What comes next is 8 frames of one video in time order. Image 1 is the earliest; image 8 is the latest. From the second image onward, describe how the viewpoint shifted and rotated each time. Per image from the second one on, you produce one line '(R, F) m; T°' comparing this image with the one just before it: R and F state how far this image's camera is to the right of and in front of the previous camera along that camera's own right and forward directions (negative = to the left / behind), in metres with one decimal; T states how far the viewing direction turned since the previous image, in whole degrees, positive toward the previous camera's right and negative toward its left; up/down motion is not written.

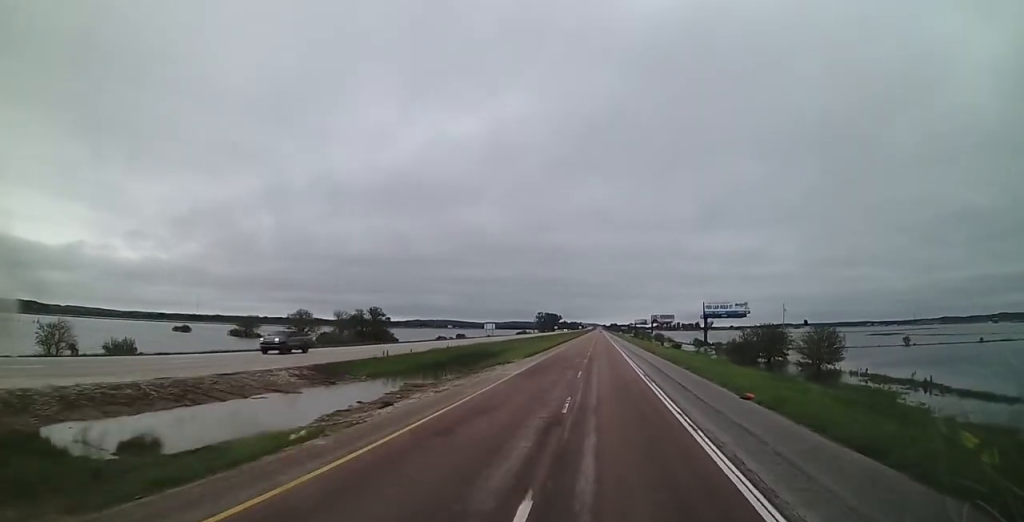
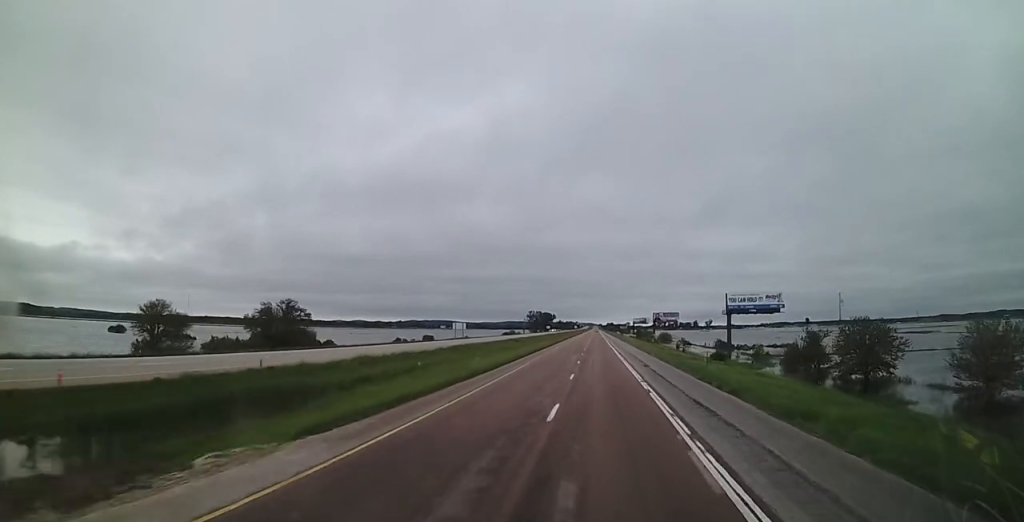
(+0.2, +38.4) m; 0°
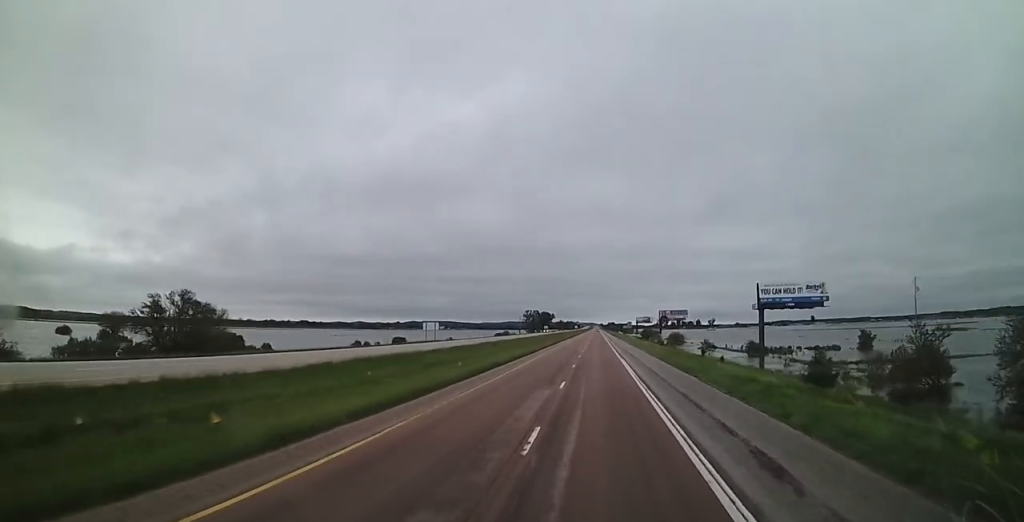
(0.0, +28.8) m; 0°
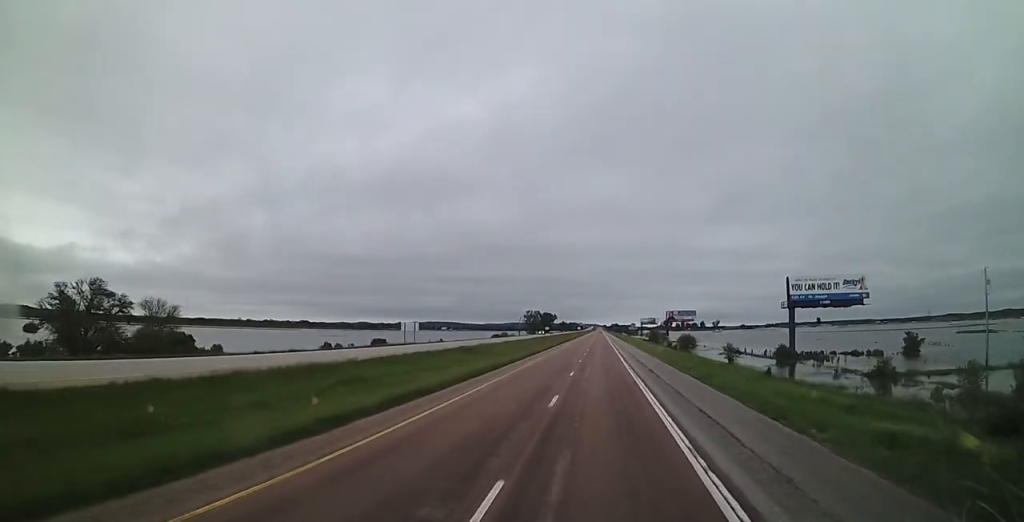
(0.0, +17.3) m; 0°
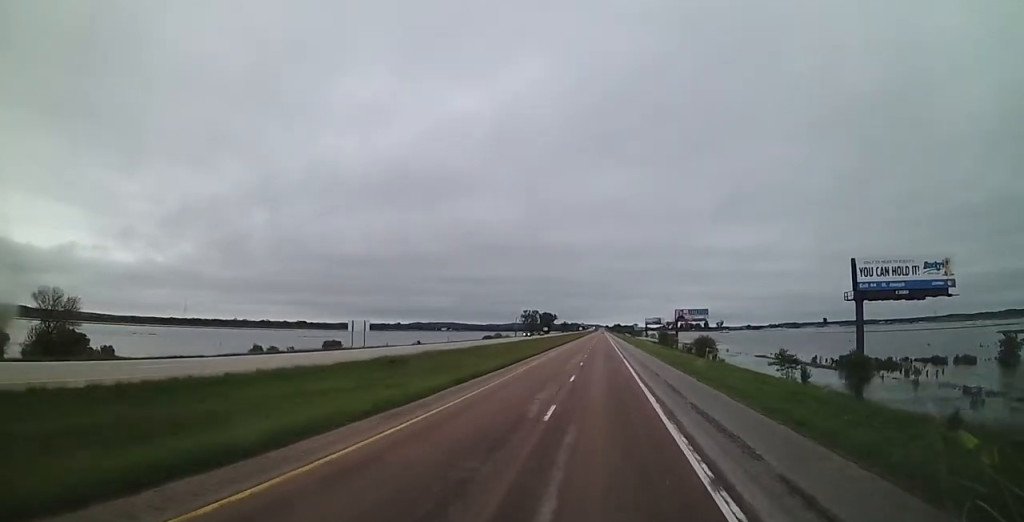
(0.0, +26.9) m; 0°
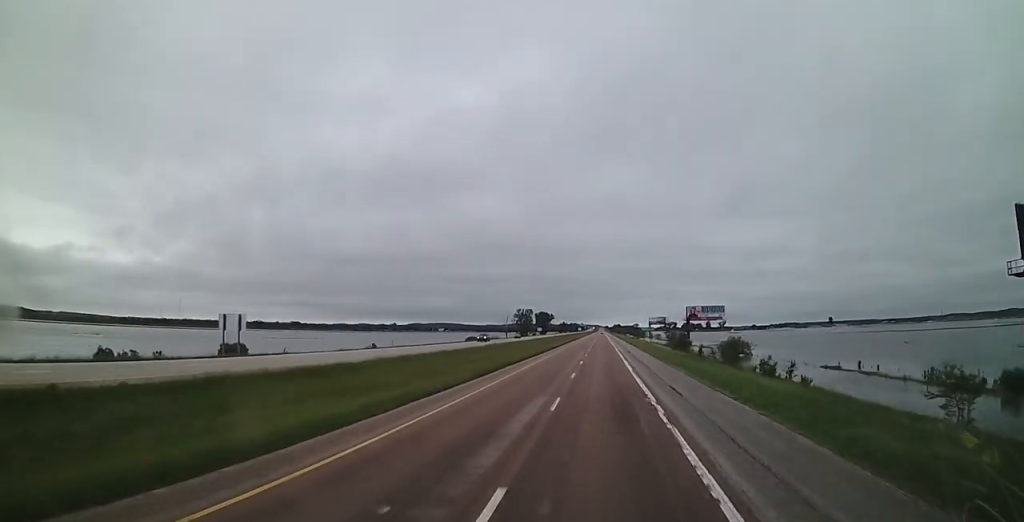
(0.0, +34.6) m; -1°
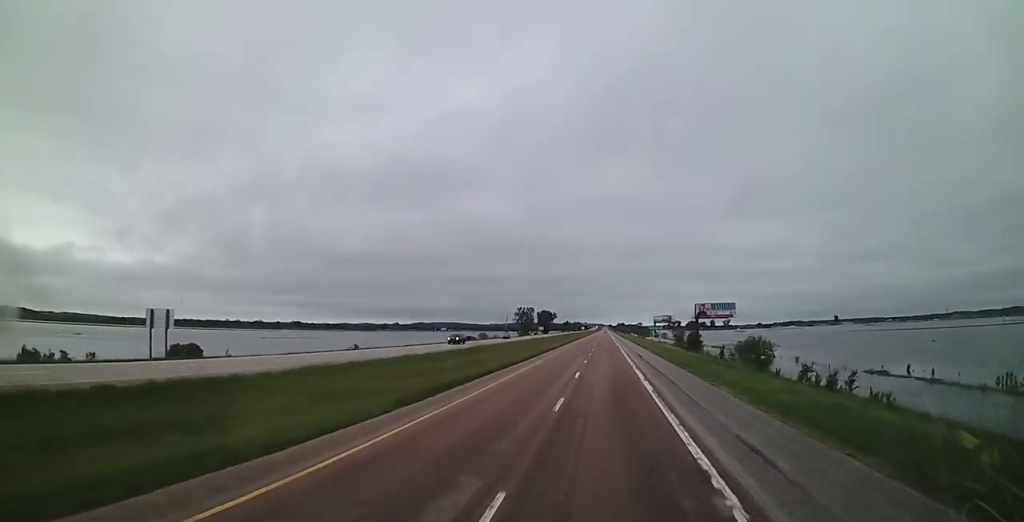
(+0.1, +12.5) m; 0°
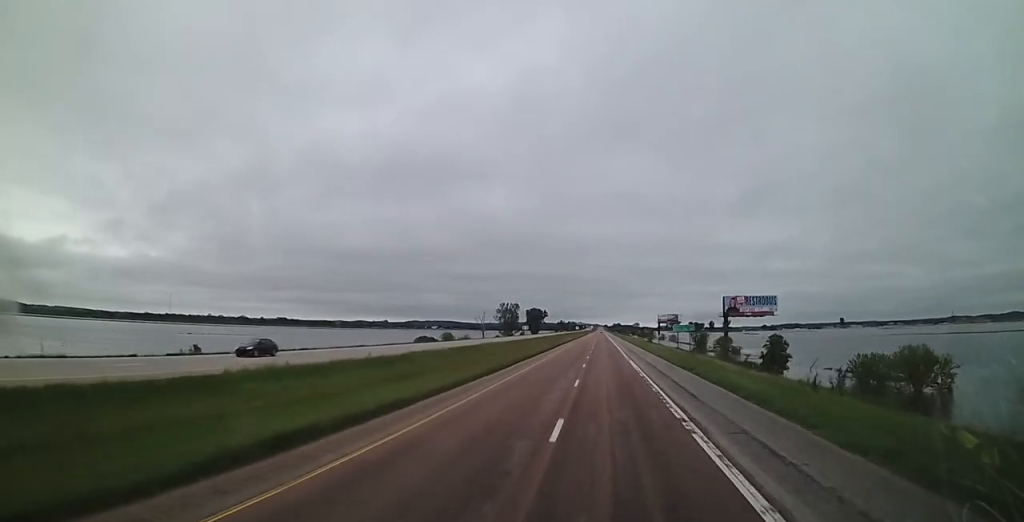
(-0.8, +53.8) m; 0°
